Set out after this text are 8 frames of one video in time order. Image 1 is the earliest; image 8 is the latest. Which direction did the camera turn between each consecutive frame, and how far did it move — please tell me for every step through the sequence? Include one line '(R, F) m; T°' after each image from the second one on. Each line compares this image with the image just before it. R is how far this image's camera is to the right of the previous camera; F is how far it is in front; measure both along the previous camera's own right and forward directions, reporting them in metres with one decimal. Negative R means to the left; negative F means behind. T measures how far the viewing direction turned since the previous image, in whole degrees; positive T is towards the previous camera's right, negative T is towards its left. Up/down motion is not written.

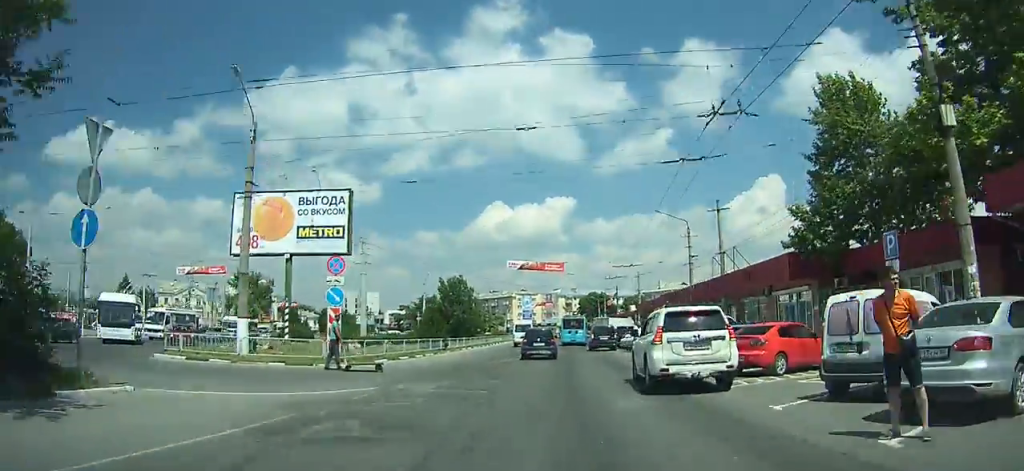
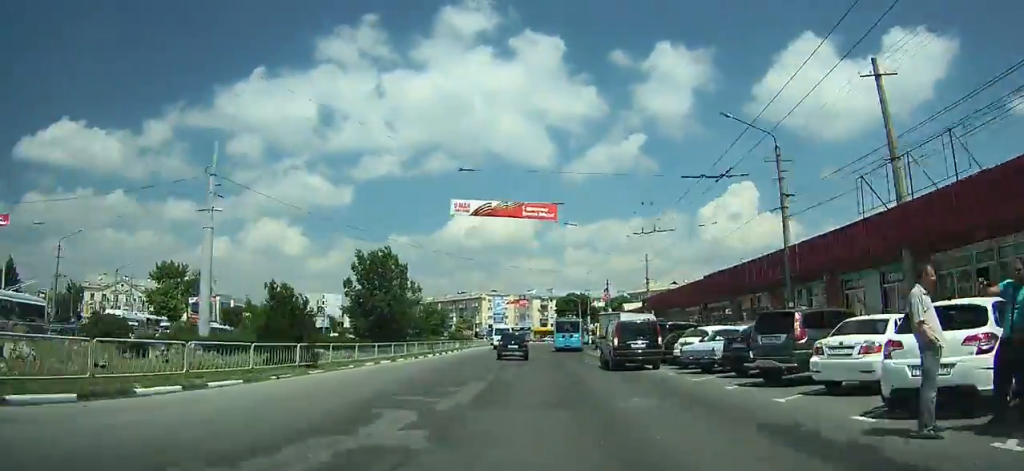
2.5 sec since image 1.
(+0.7, +21.0) m; +2°
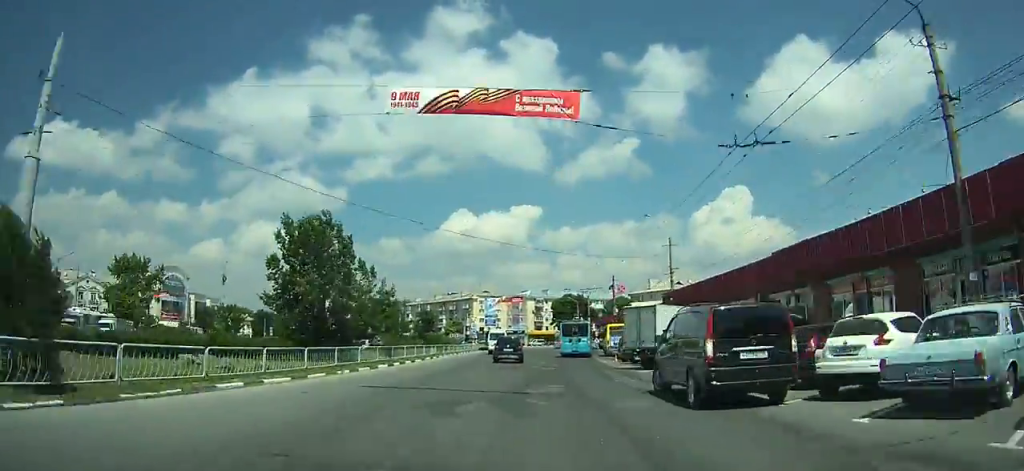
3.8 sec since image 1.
(+0.1, +11.3) m; 0°
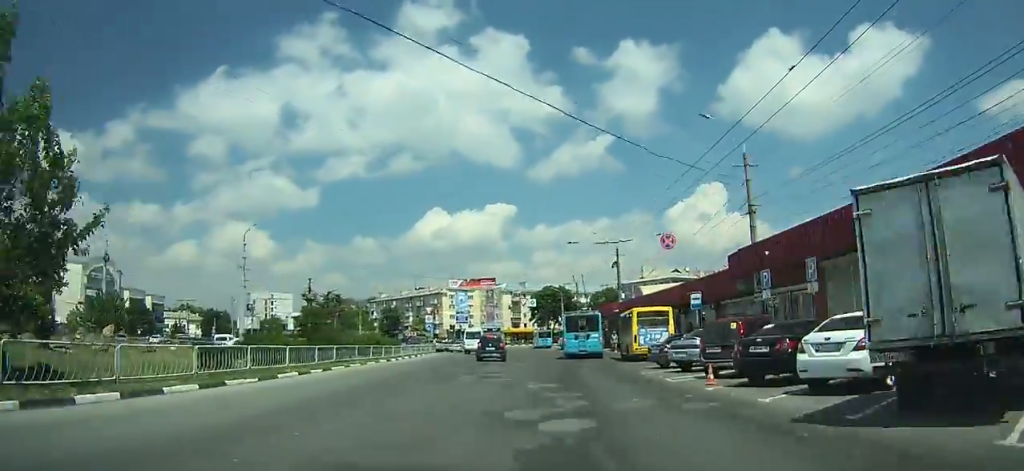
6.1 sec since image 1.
(+0.1, +20.1) m; +1°
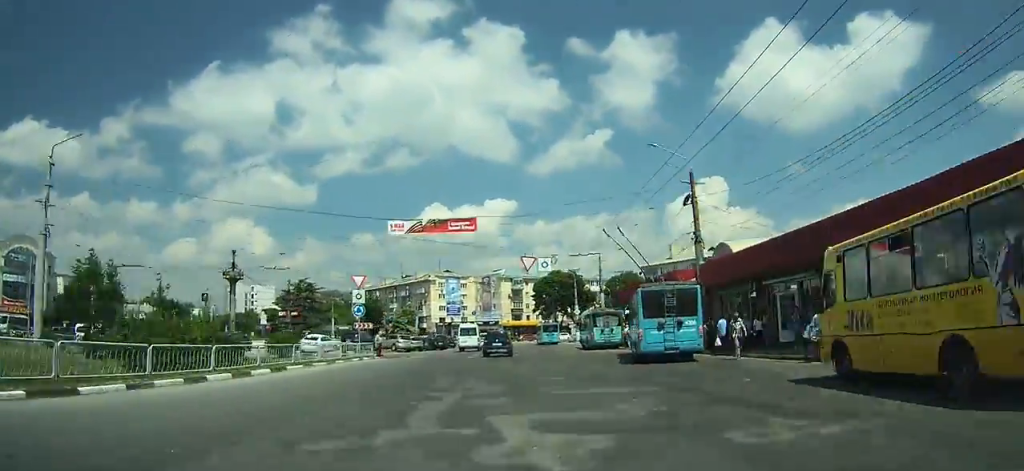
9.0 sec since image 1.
(+0.2, +24.9) m; +1°
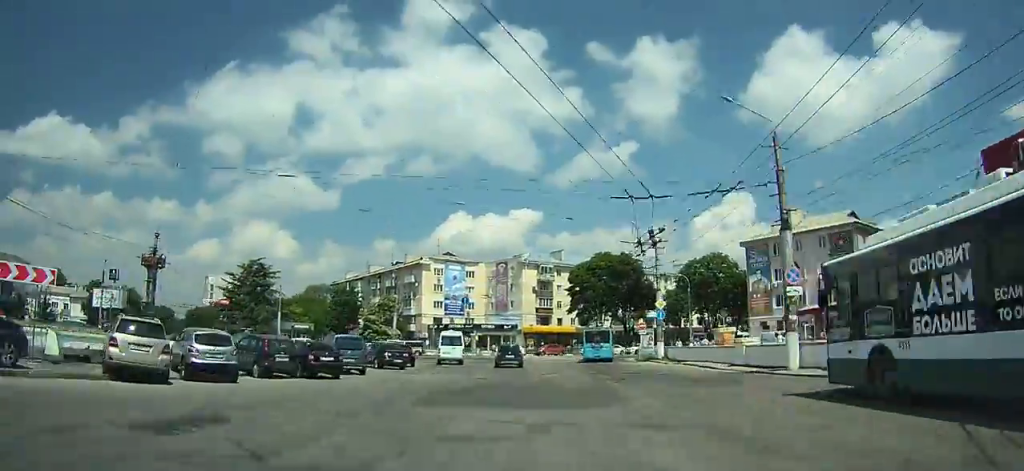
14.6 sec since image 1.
(-0.1, +43.5) m; -2°
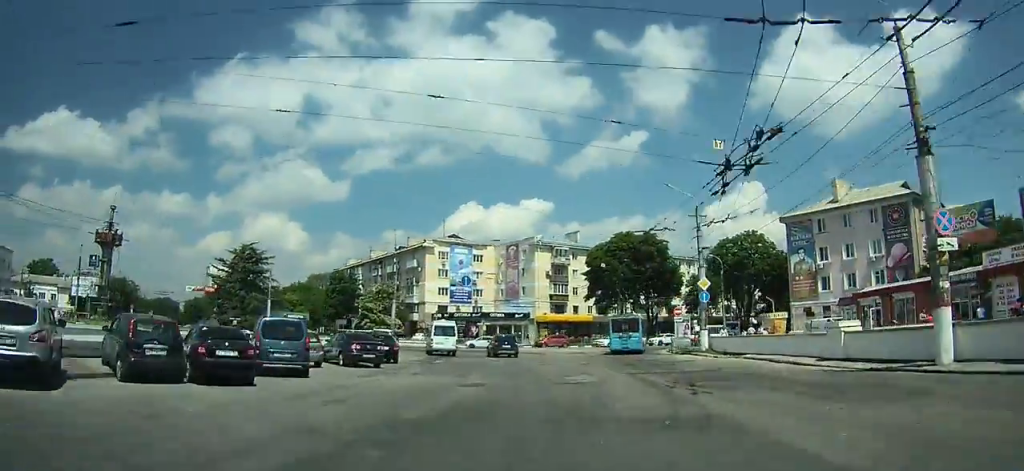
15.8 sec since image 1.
(0.0, +8.4) m; -1°
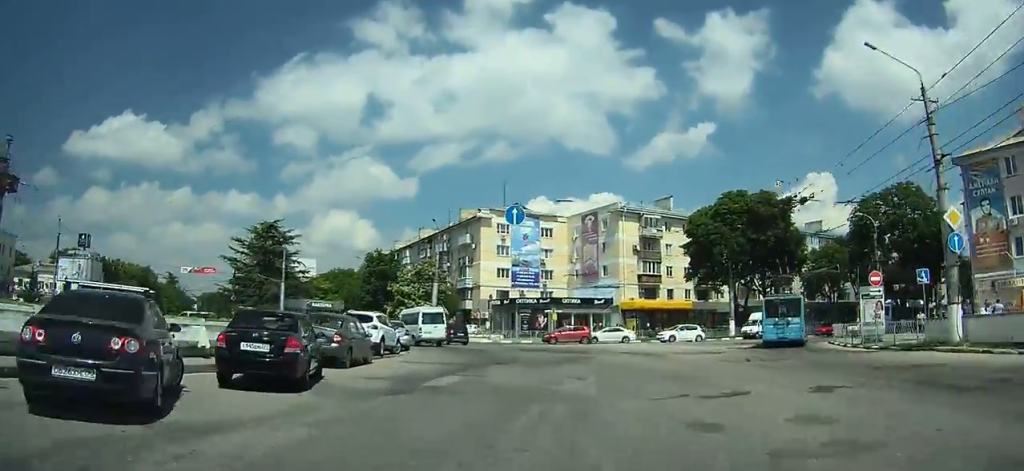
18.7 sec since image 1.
(-0.7, +18.9) m; -5°
